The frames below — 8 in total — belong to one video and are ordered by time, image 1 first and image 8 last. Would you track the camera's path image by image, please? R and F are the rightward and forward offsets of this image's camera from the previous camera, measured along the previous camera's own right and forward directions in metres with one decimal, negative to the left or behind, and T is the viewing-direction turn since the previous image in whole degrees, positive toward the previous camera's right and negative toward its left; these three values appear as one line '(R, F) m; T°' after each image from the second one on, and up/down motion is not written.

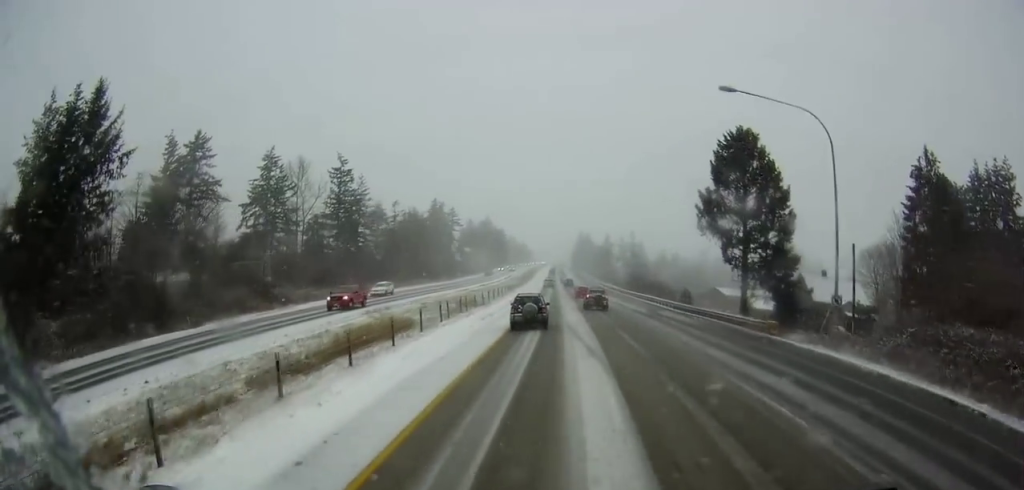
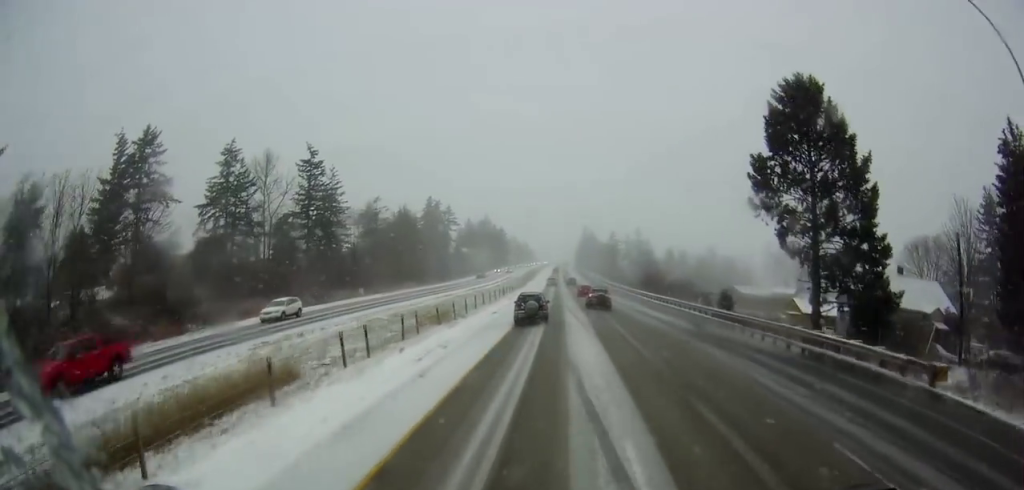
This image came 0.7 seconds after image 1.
(-0.1, +16.1) m; -1°
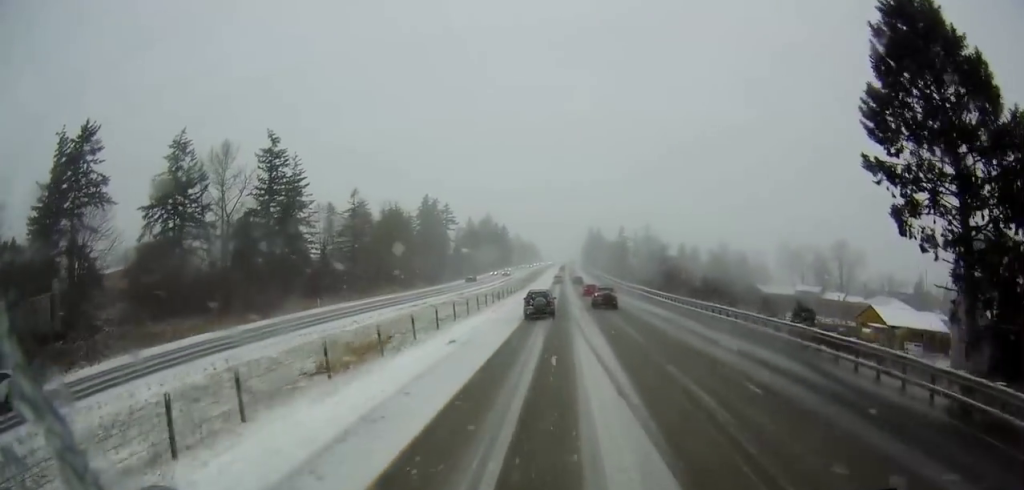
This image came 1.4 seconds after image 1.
(0.0, +17.0) m; -1°
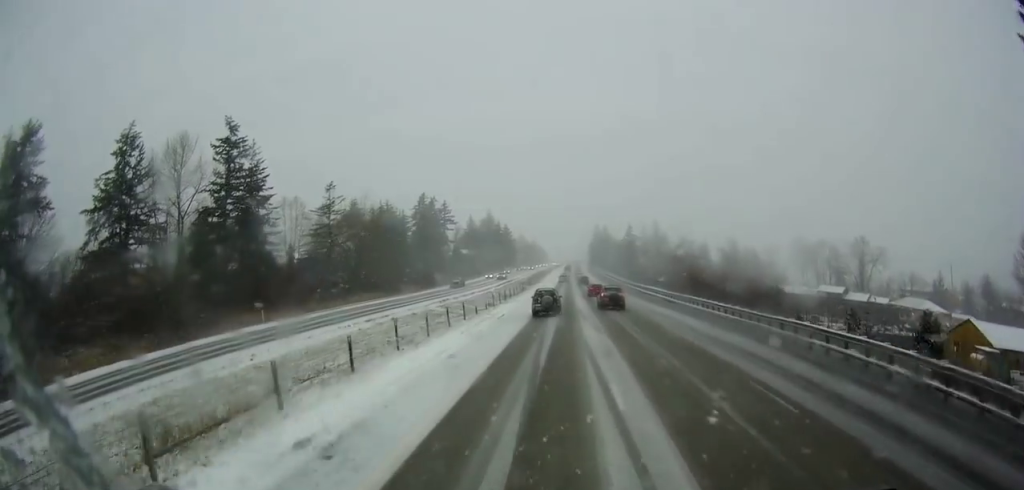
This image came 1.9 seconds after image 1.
(-0.1, +13.9) m; -1°
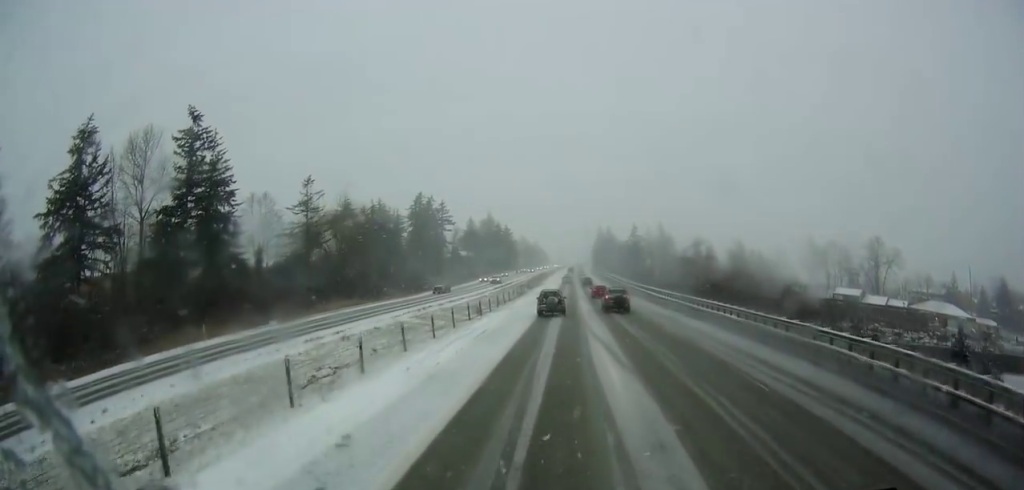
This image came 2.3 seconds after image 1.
(0.0, +9.9) m; 0°
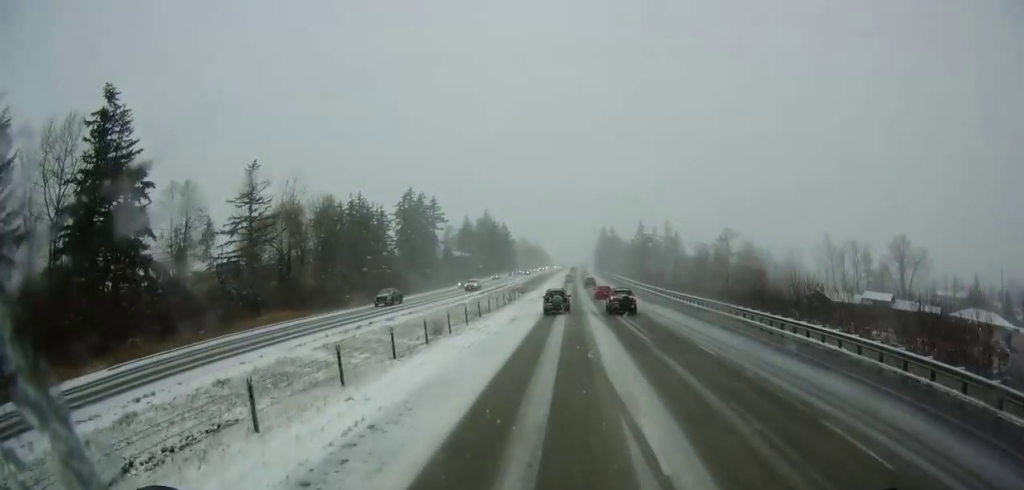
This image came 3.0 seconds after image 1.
(-0.3, +17.3) m; +1°
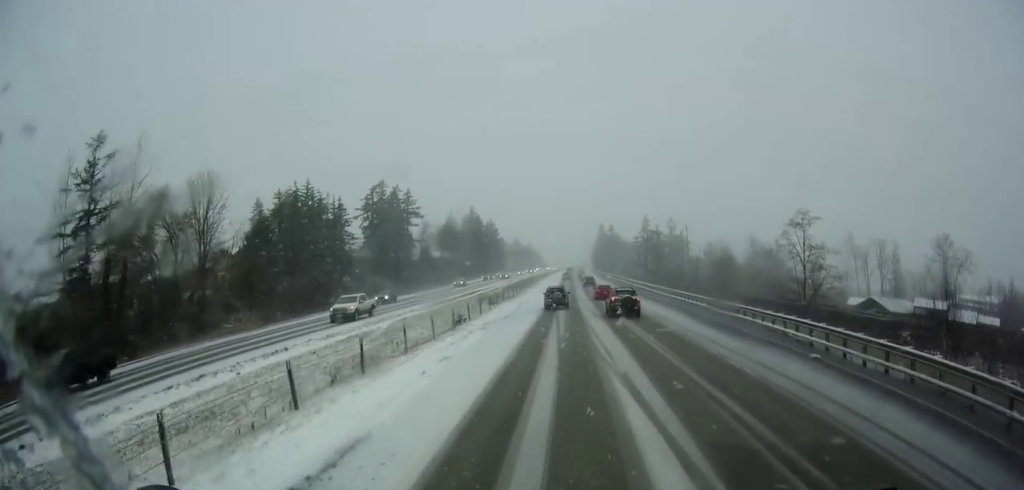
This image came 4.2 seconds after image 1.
(+0.6, +28.6) m; 0°
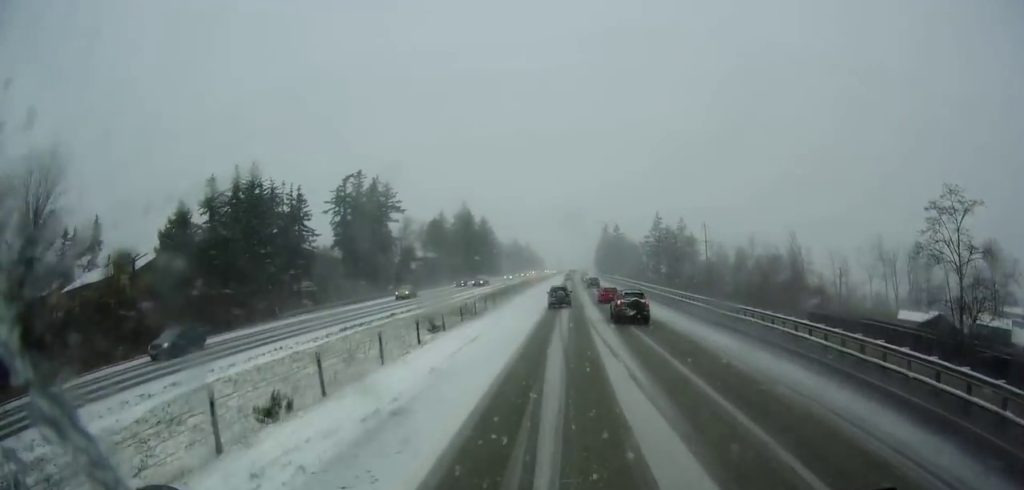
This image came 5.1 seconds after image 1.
(-0.6, +24.0) m; -1°
